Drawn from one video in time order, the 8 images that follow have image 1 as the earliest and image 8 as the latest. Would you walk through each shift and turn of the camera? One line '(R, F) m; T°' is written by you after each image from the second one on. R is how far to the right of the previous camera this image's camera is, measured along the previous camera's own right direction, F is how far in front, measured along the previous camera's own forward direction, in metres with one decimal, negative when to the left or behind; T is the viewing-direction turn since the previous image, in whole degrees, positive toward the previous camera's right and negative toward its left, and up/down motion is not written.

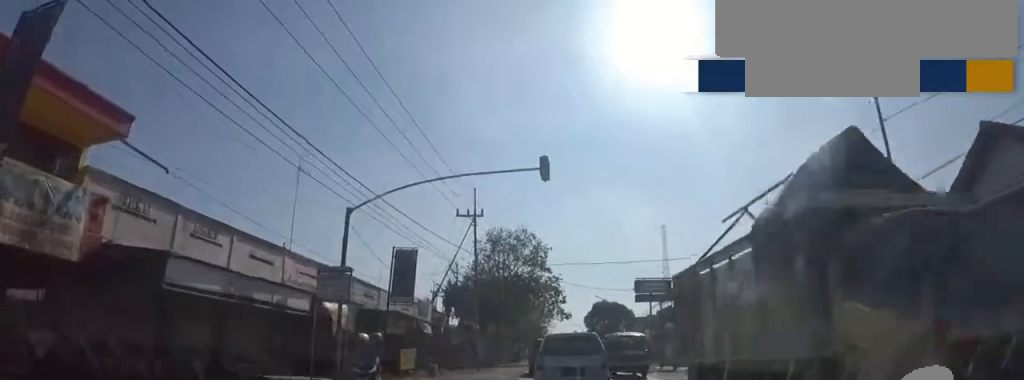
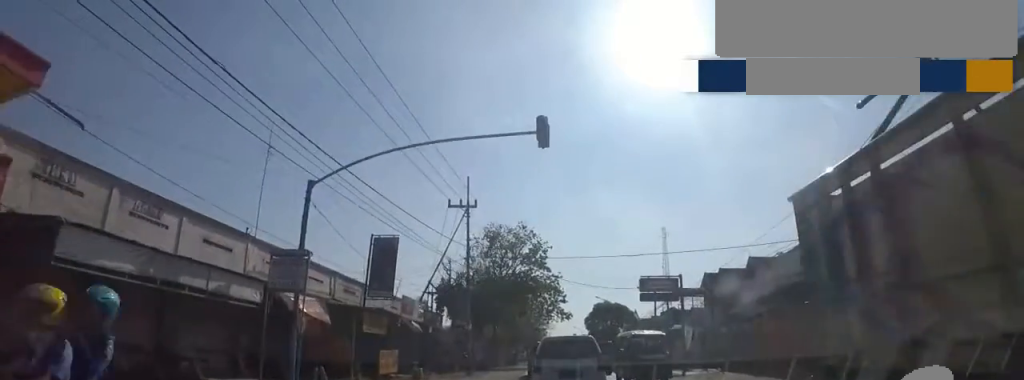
(0.0, +2.8) m; 0°
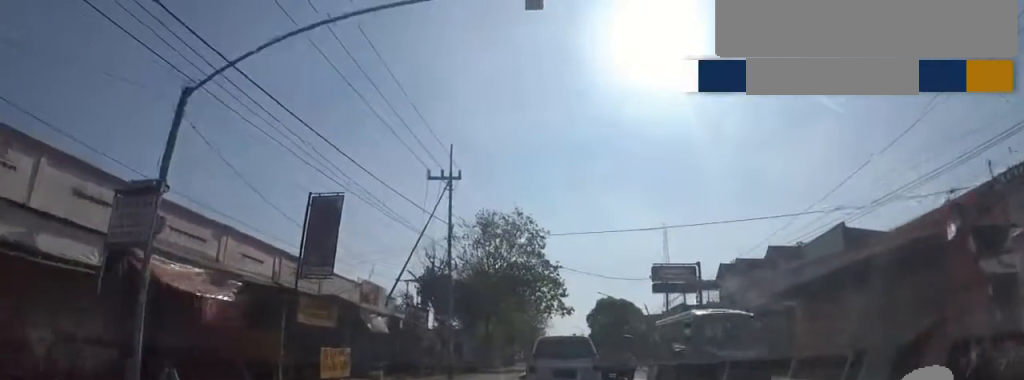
(0.0, +5.2) m; 0°
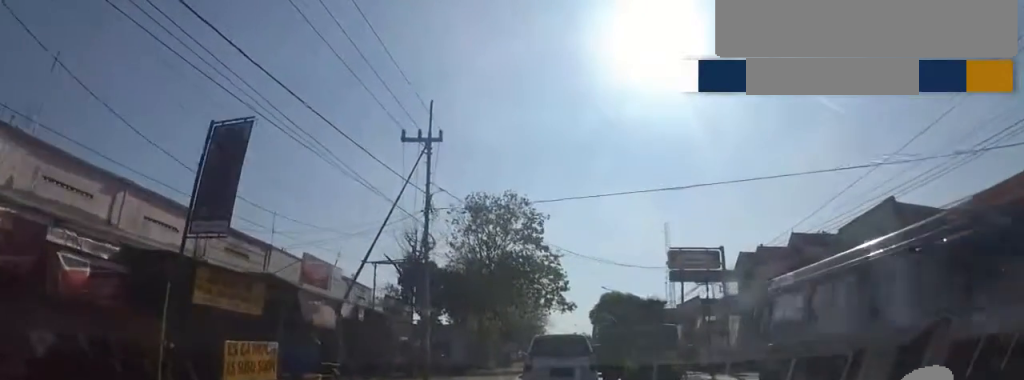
(0.0, +4.7) m; 0°
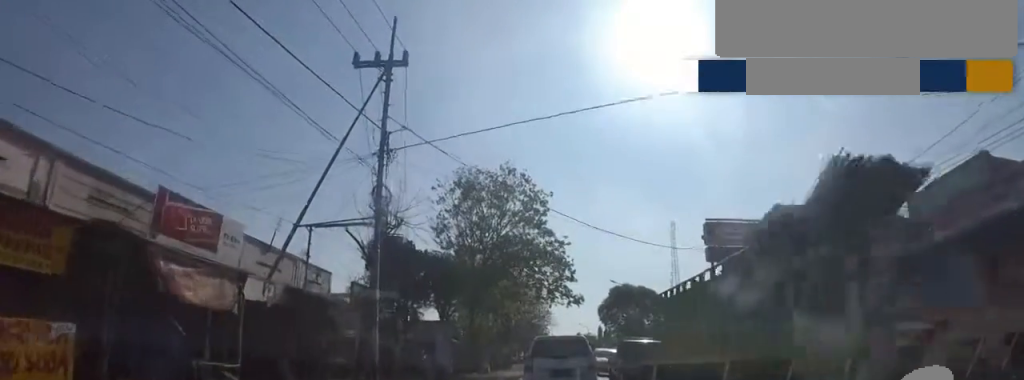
(0.0, +6.1) m; 0°
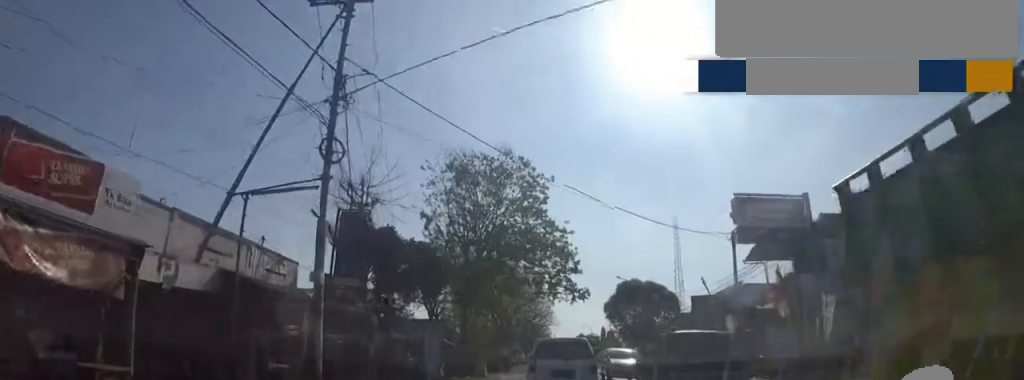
(0.0, +3.6) m; 0°
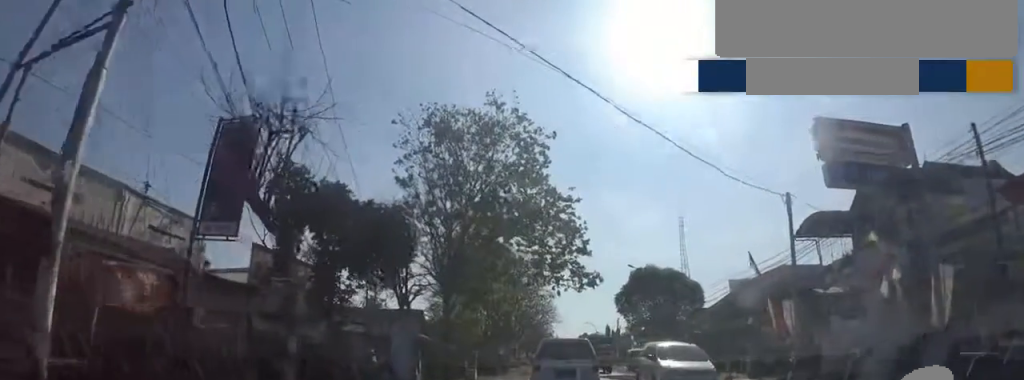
(0.0, +6.6) m; 0°
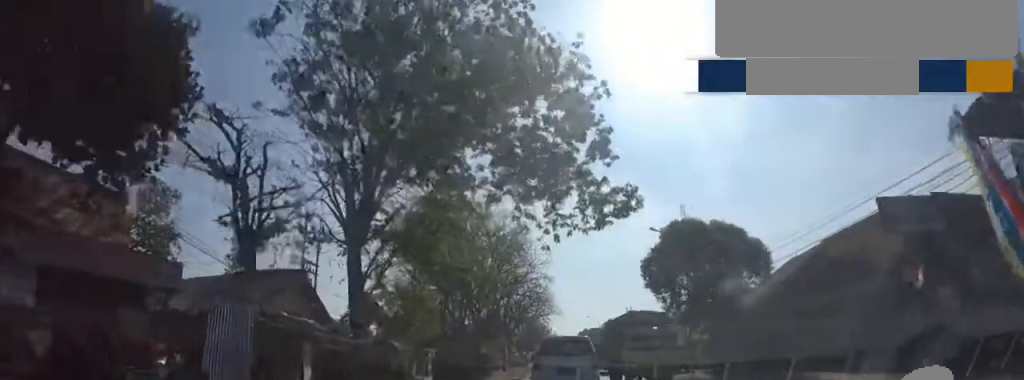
(0.0, +11.7) m; 0°
